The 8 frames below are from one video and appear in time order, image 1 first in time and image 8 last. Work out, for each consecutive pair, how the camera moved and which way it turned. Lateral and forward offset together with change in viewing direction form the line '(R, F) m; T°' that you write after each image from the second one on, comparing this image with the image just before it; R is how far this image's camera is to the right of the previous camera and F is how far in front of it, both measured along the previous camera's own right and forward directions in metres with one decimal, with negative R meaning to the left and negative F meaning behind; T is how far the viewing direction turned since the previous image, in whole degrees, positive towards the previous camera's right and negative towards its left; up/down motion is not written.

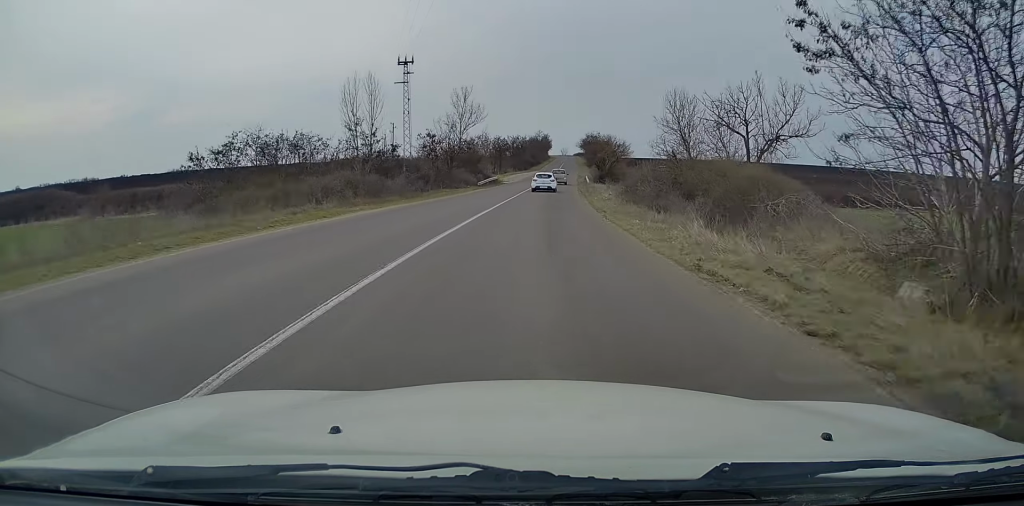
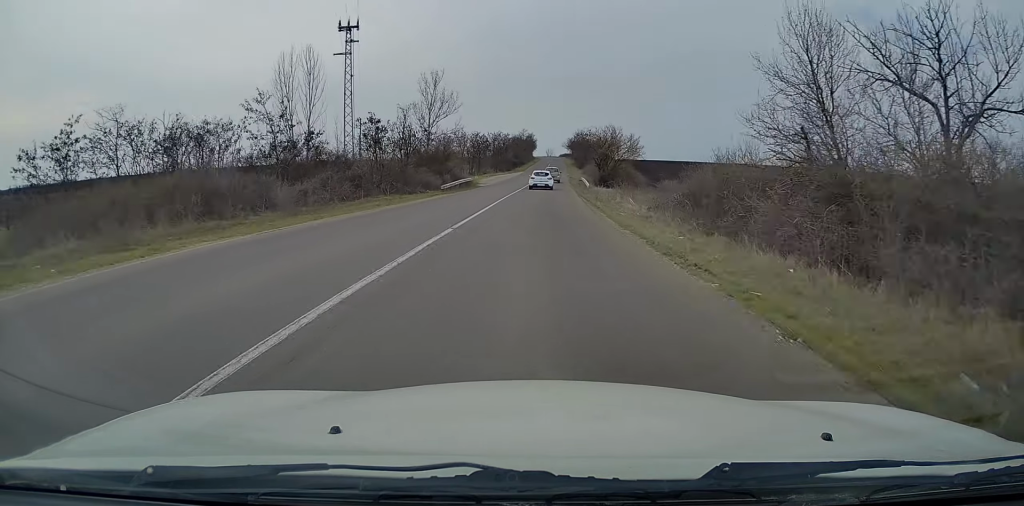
(+0.2, +15.5) m; +2°
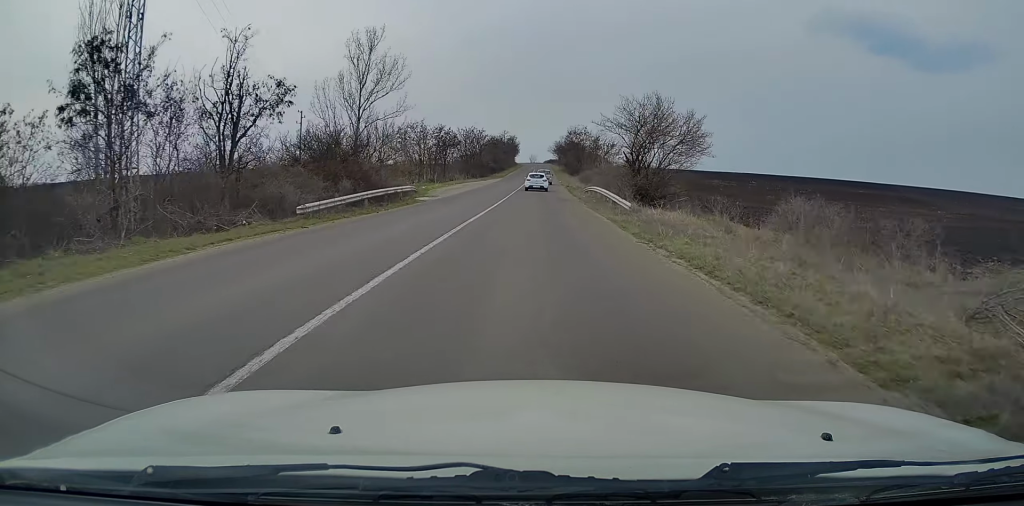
(+0.6, +25.7) m; +2°
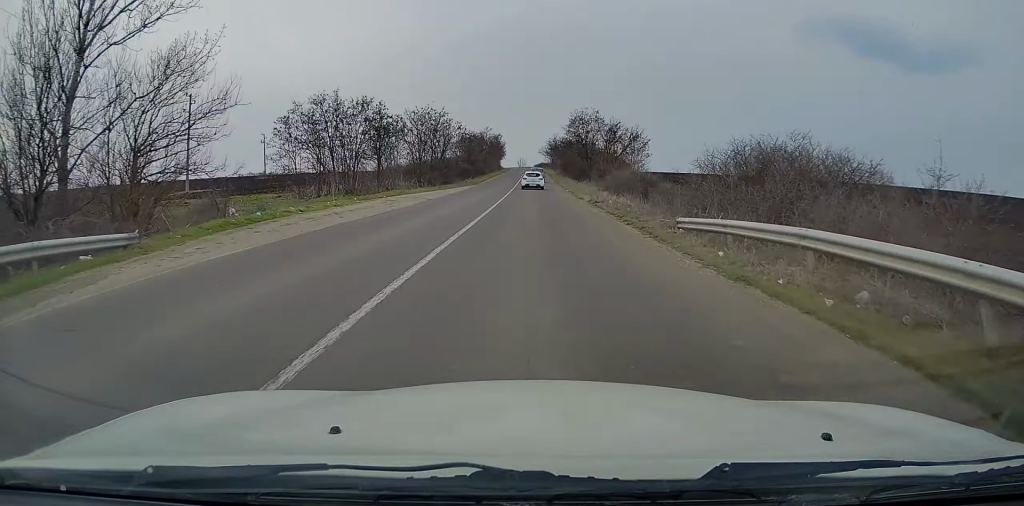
(+0.3, +33.3) m; +1°
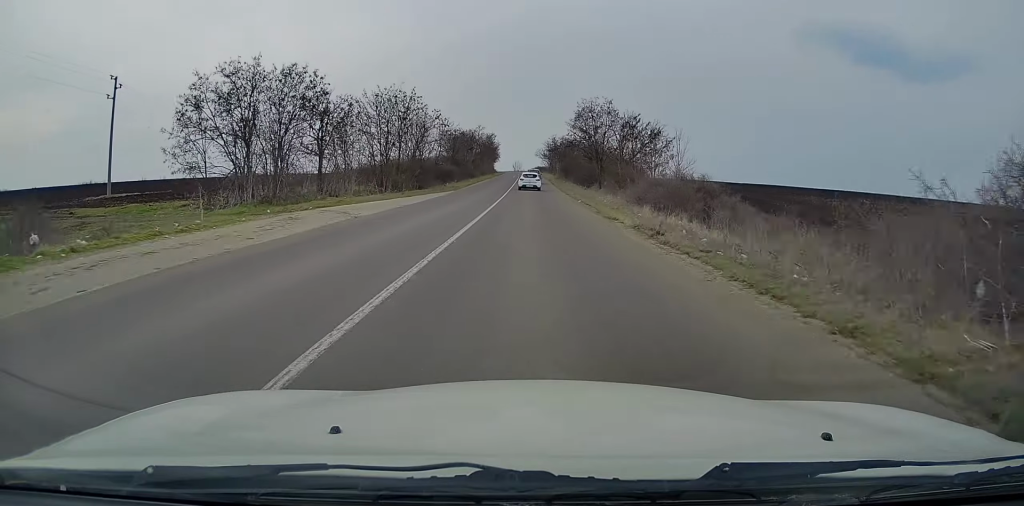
(+0.1, +14.6) m; 0°
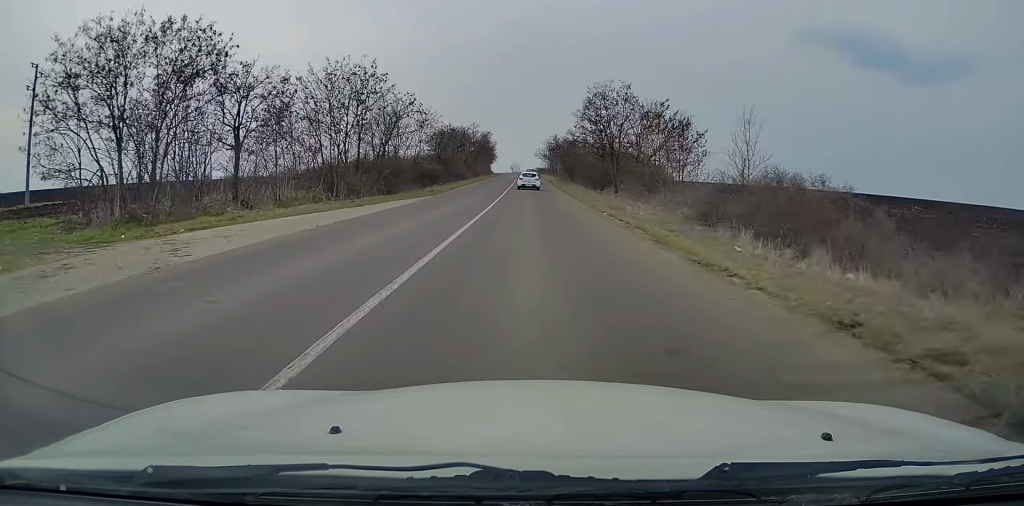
(+0.1, +11.7) m; 0°
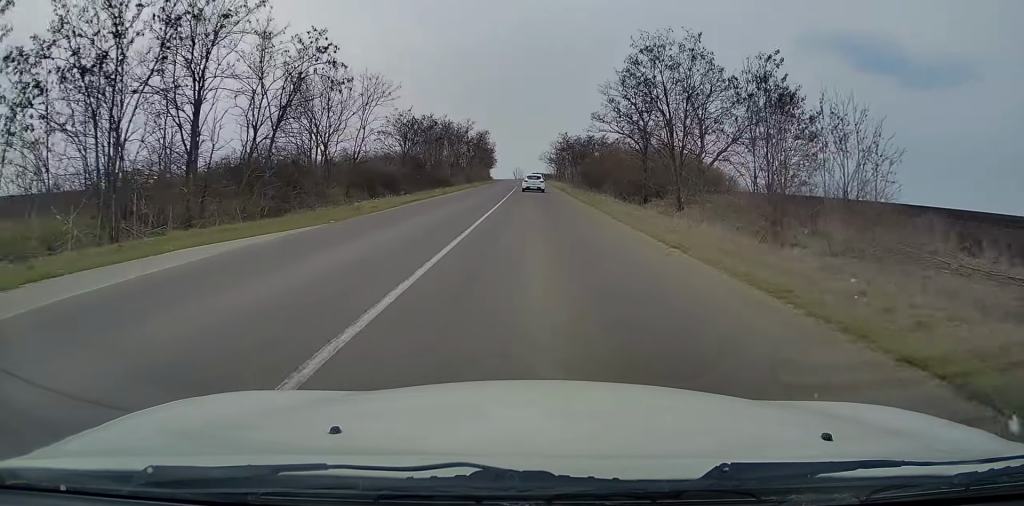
(-0.2, +19.8) m; 0°
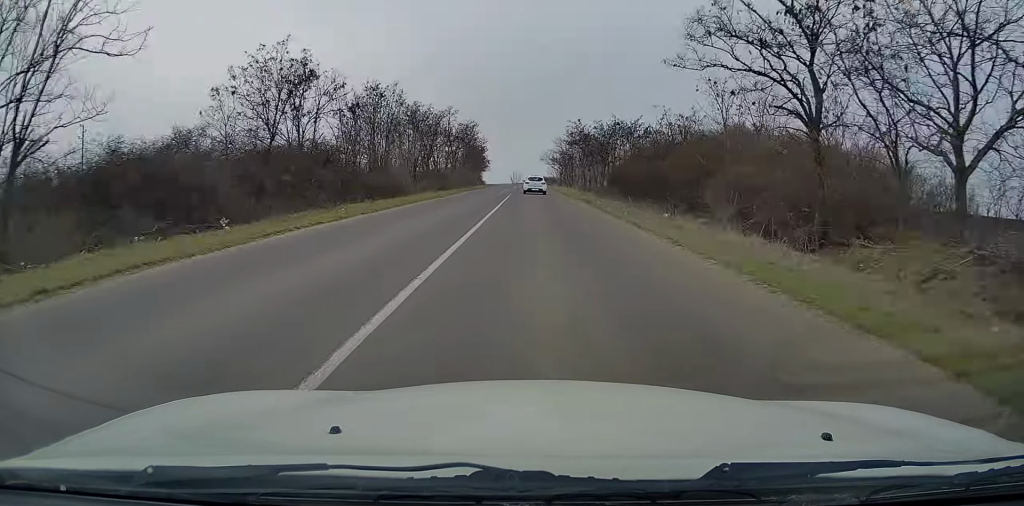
(+0.2, +24.3) m; +1°
